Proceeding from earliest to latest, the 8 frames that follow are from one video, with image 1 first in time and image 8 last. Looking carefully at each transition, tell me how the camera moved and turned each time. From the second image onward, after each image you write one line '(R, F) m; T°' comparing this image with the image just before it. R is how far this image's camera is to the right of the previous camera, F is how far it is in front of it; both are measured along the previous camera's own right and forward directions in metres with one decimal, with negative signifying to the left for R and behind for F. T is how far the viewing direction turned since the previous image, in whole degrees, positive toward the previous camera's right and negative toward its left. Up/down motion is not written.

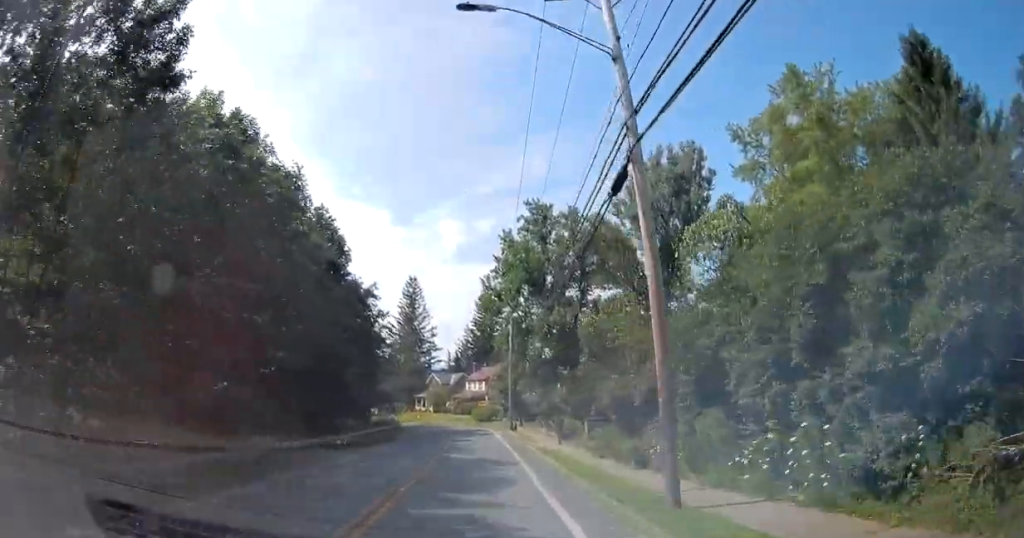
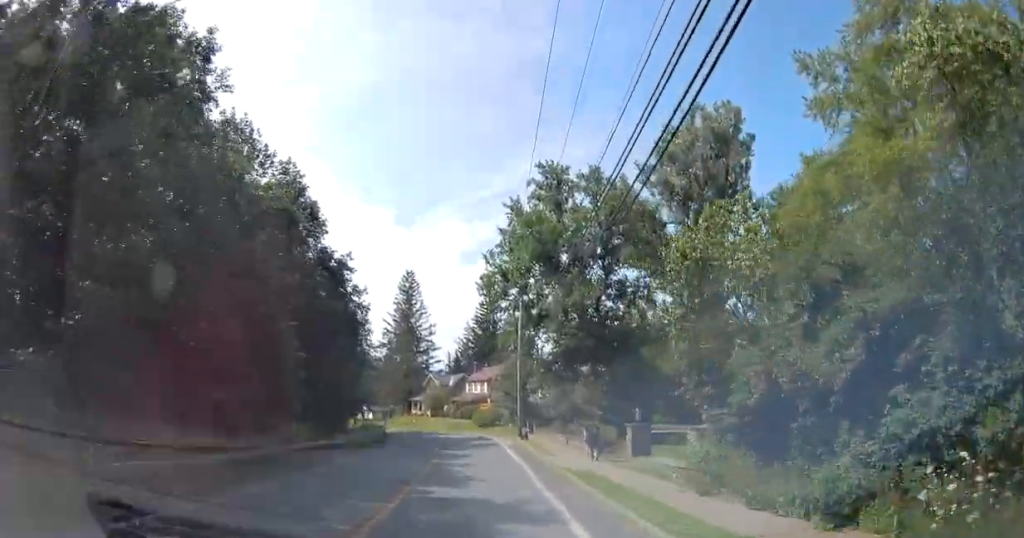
(-0.1, +10.6) m; -1°
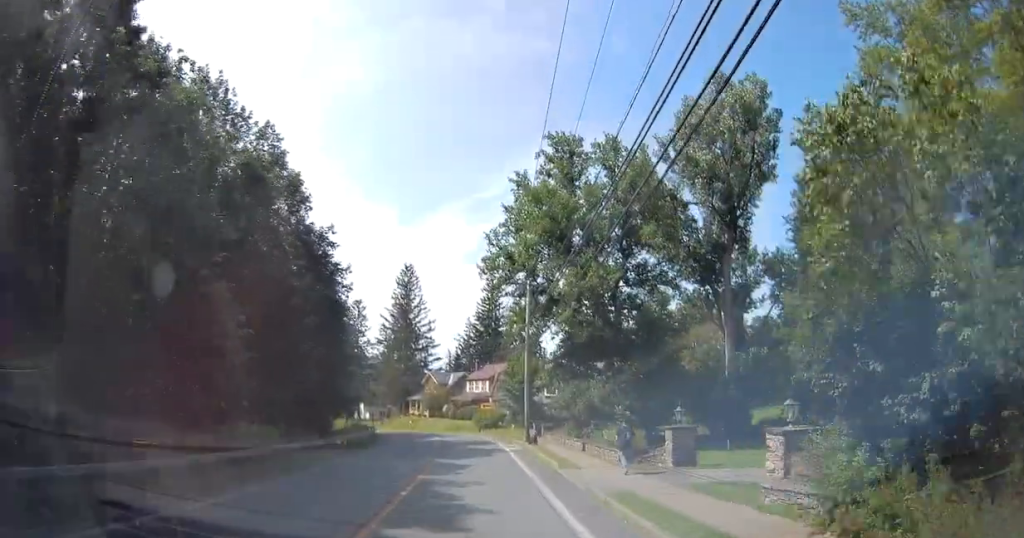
(0.0, +5.7) m; 0°
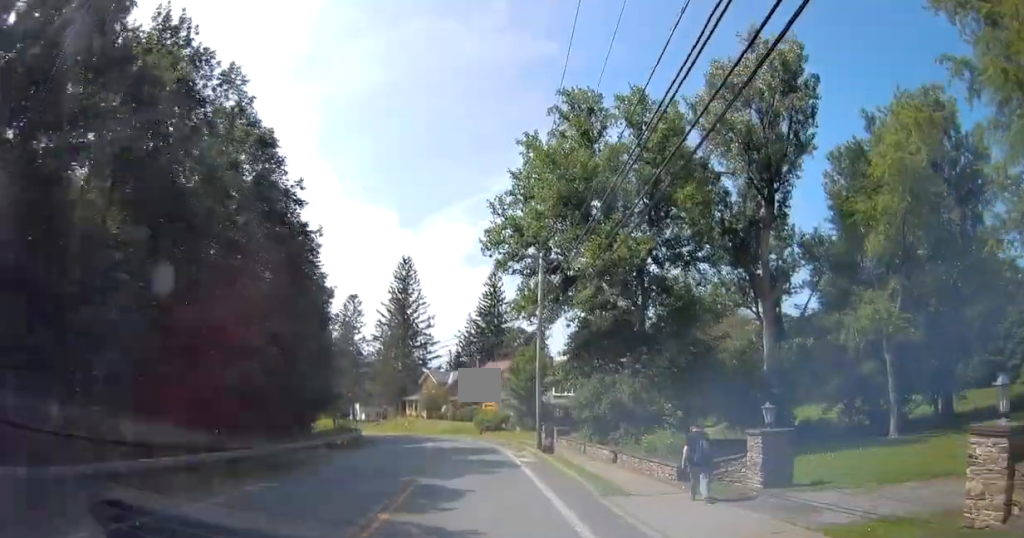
(0.0, +7.0) m; 0°
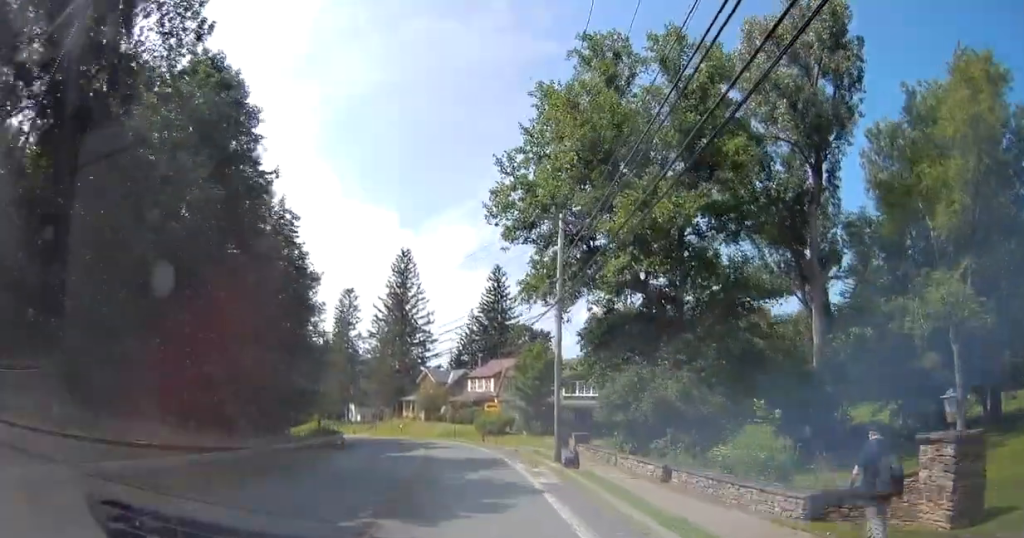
(0.0, +6.8) m; -1°
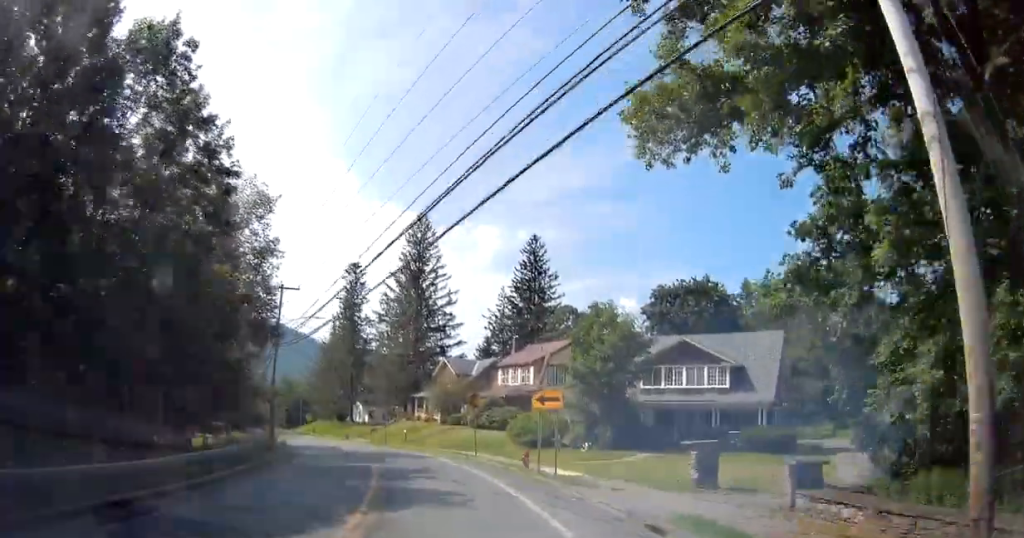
(-0.4, +20.9) m; -4°
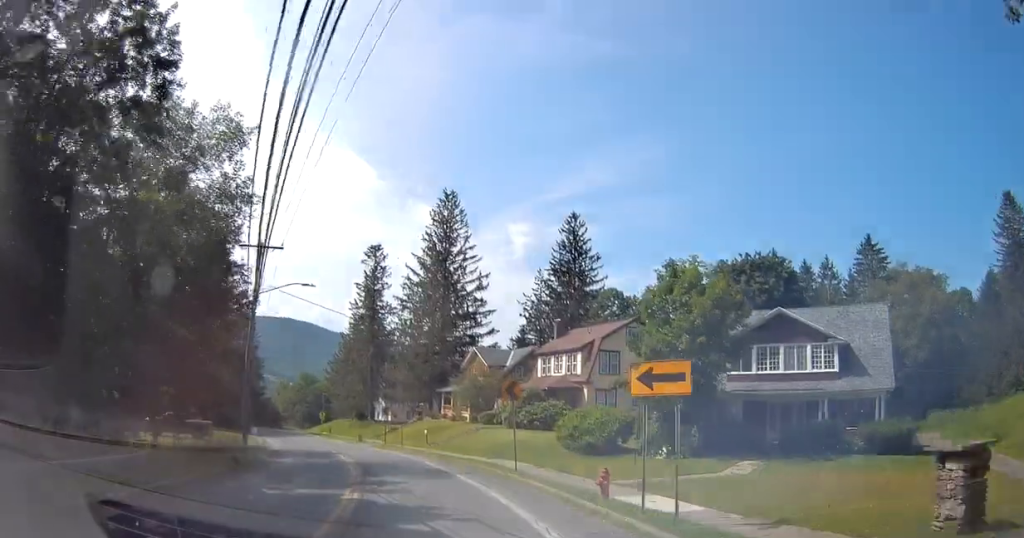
(-0.3, +9.6) m; -4°
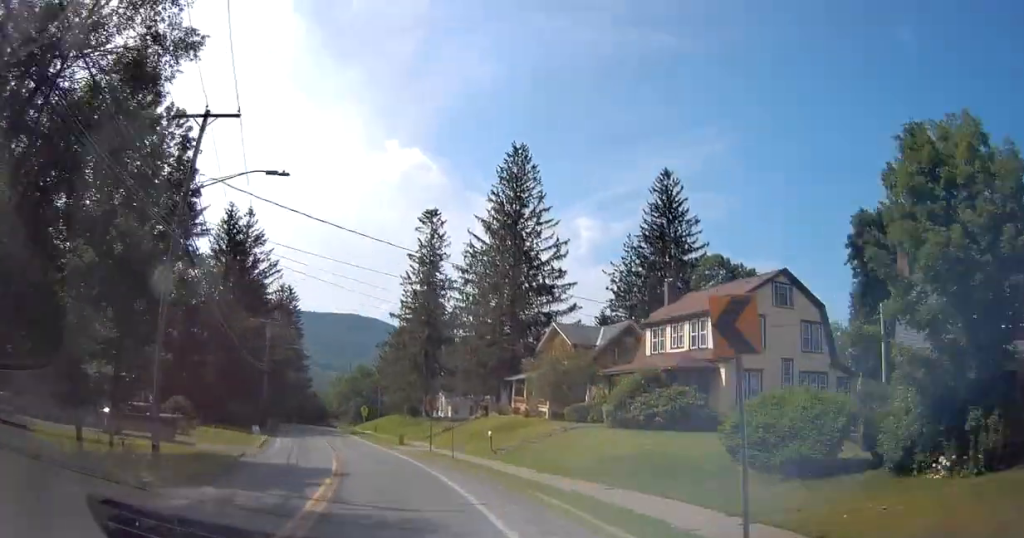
(-0.7, +14.1) m; -6°
